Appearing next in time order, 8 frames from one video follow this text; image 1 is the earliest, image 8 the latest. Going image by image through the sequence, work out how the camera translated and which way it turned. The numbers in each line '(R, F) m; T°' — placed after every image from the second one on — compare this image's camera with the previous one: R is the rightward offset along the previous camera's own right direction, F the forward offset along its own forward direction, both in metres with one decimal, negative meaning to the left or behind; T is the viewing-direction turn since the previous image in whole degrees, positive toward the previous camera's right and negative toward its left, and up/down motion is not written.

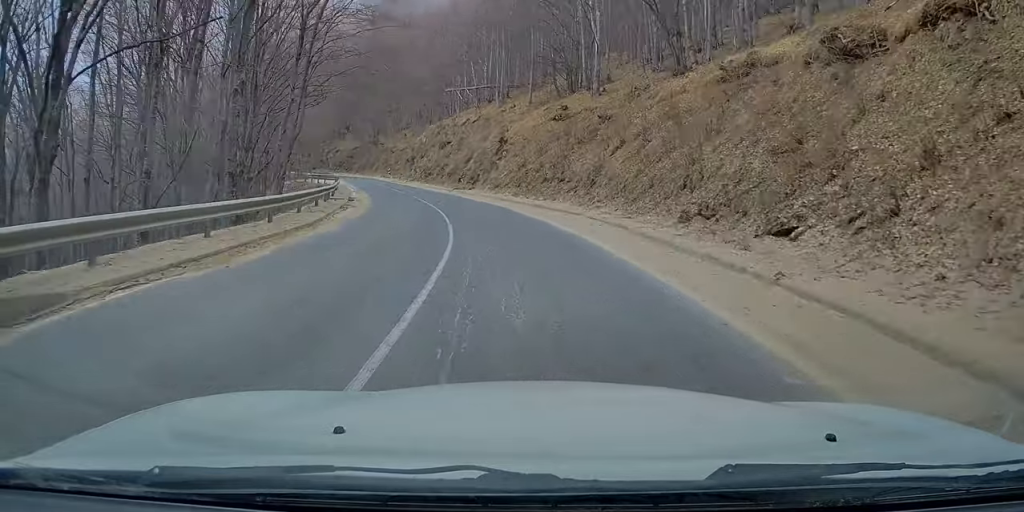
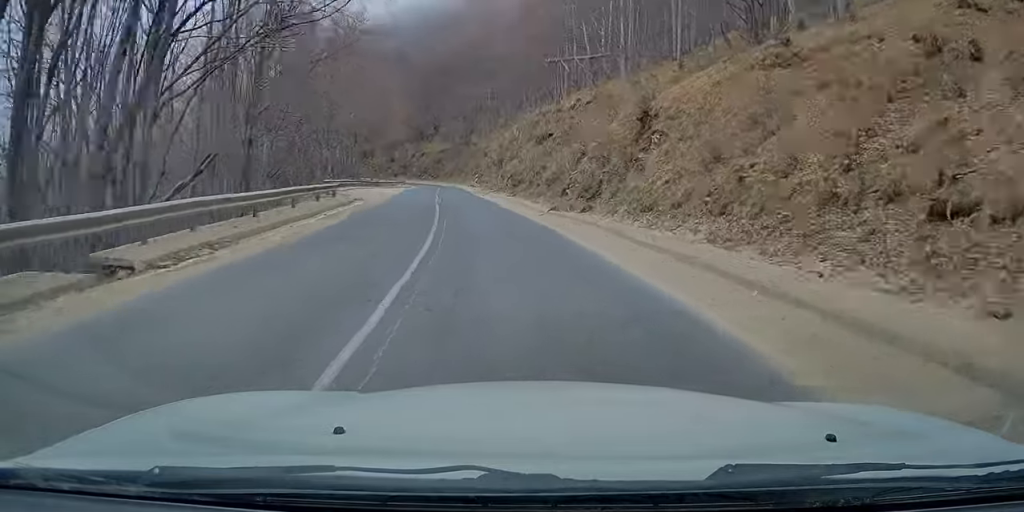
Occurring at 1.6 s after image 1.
(-2.4, +21.6) m; -12°
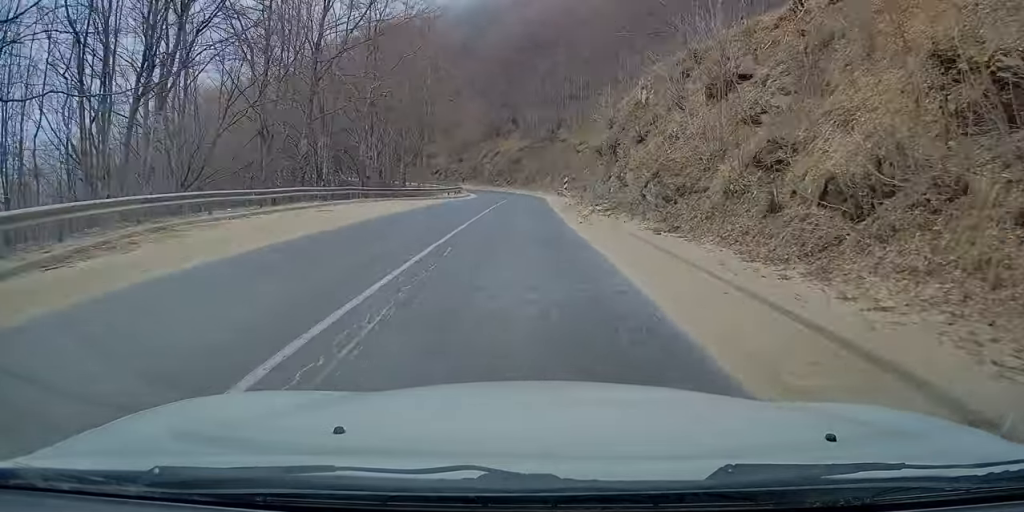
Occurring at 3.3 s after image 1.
(-2.1, +23.7) m; -9°
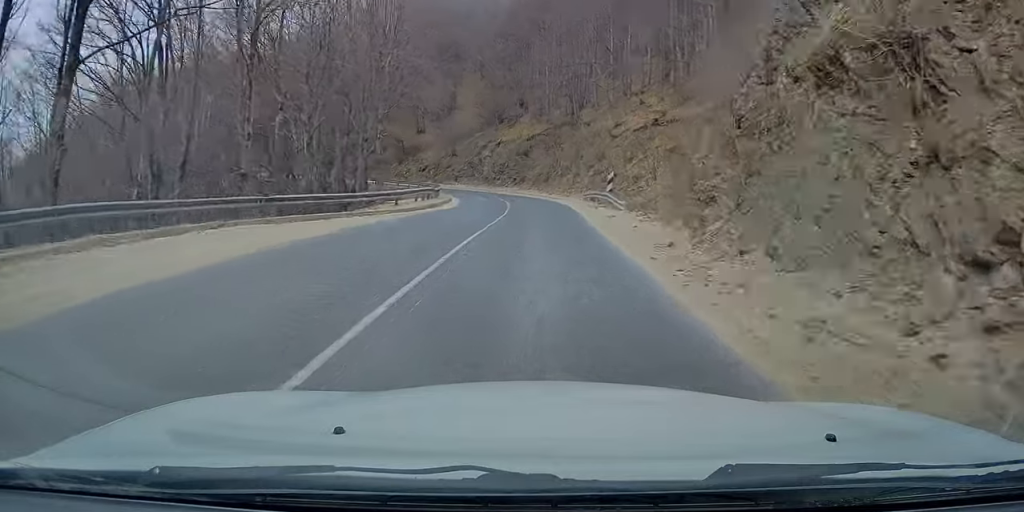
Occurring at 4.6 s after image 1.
(-1.8, +19.2) m; -9°
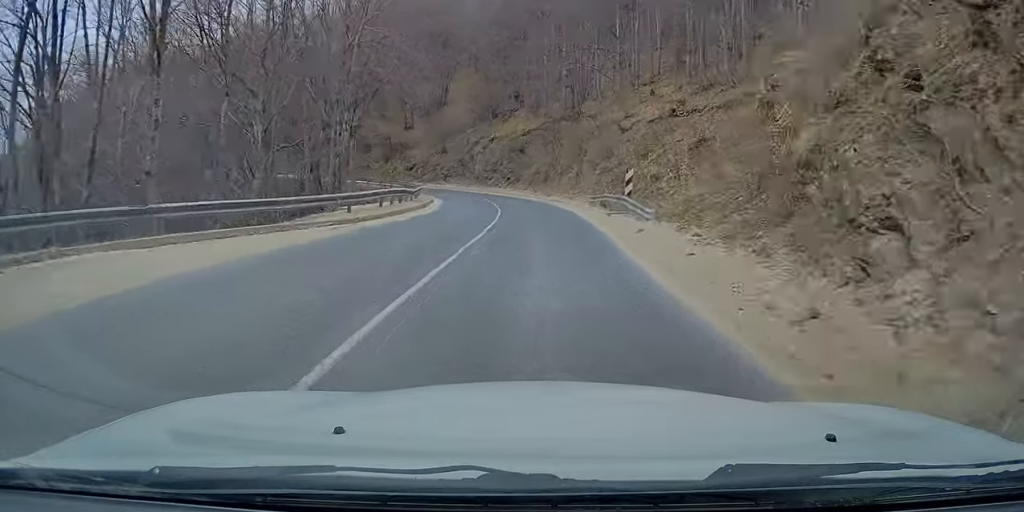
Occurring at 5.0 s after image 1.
(-0.7, +5.6) m; 0°
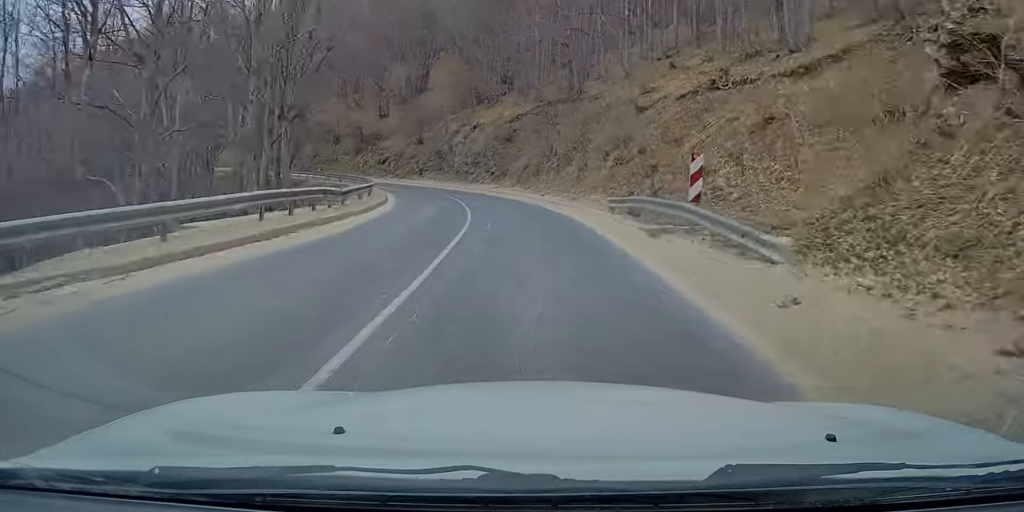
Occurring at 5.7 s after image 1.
(+0.5, +8.8) m; +3°
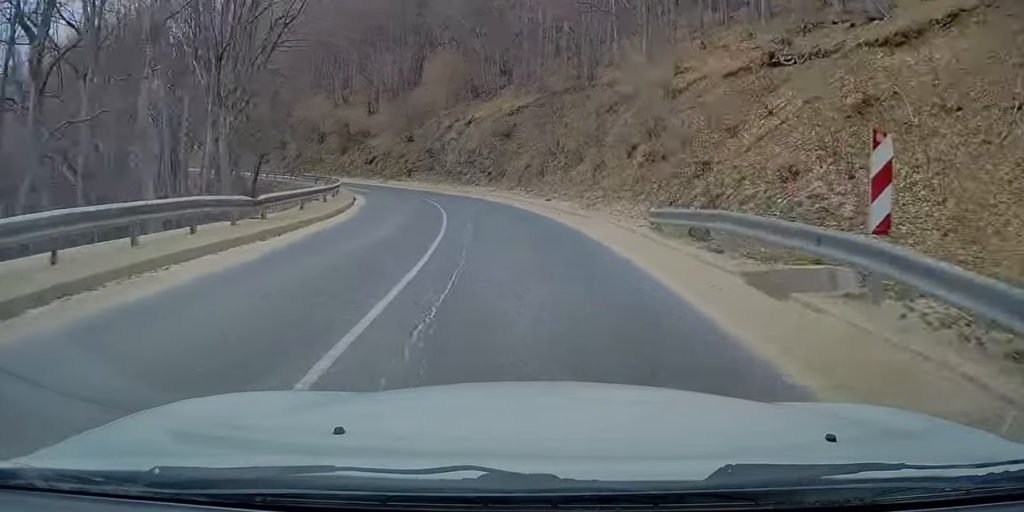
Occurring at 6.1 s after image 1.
(+0.4, +6.0) m; +3°
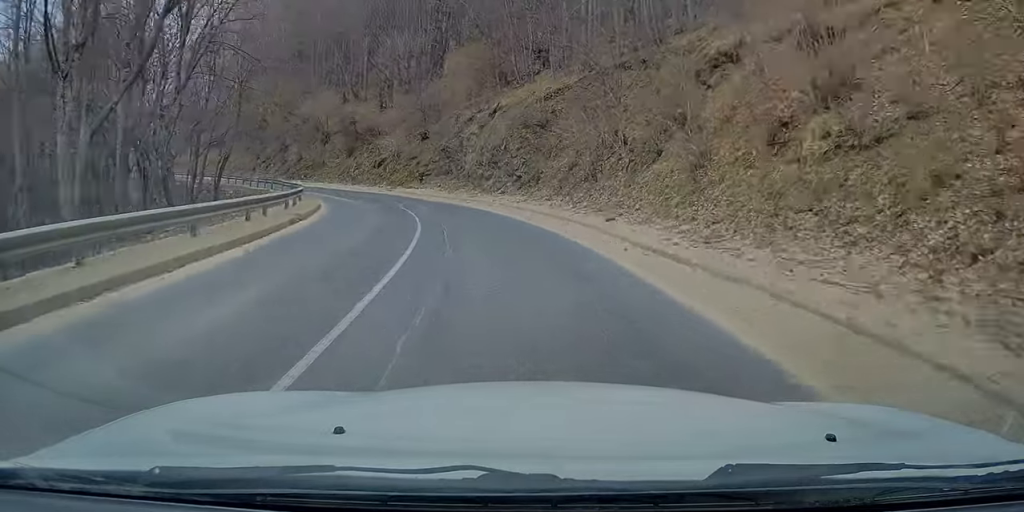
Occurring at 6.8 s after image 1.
(+0.2, +10.3) m; -2°
